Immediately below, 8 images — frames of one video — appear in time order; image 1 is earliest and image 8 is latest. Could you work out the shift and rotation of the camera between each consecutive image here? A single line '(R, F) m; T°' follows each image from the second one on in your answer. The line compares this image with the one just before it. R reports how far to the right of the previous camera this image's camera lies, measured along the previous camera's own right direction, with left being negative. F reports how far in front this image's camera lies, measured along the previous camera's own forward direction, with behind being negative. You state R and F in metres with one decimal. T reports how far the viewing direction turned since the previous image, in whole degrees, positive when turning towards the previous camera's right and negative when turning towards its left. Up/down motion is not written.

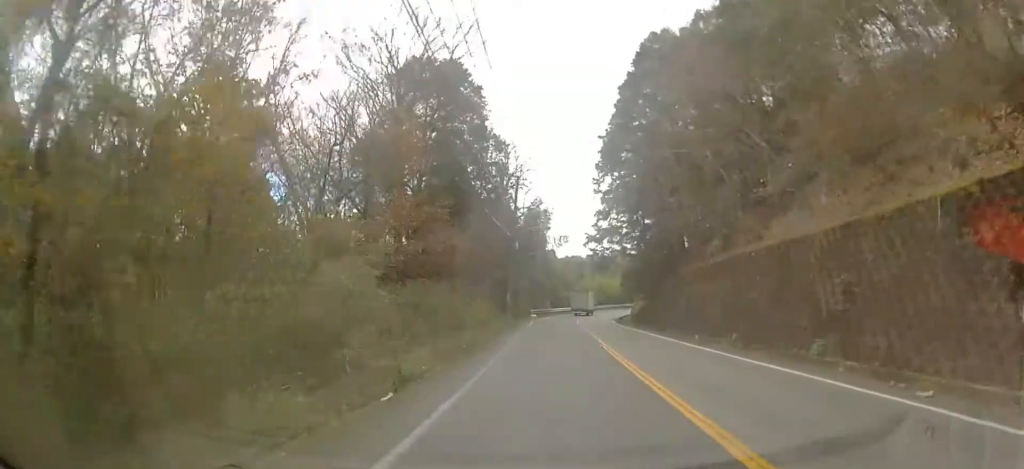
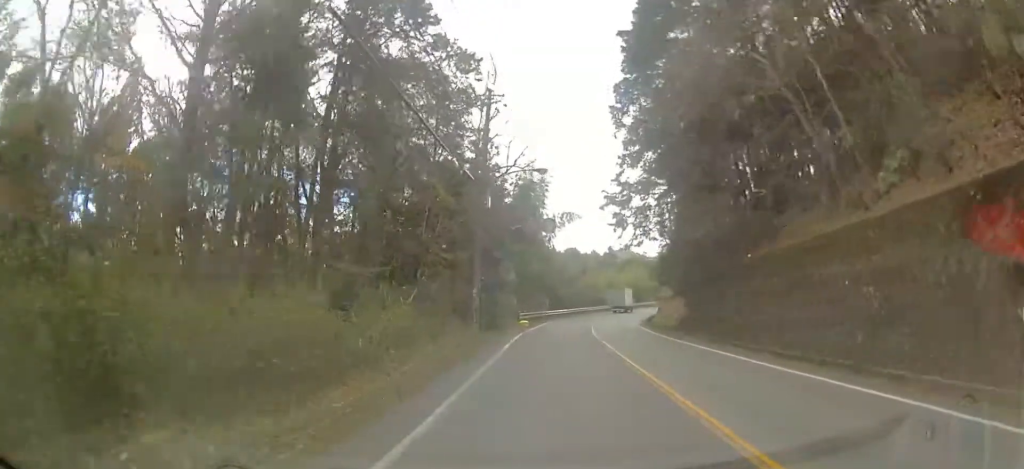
(+0.4, +16.9) m; +1°
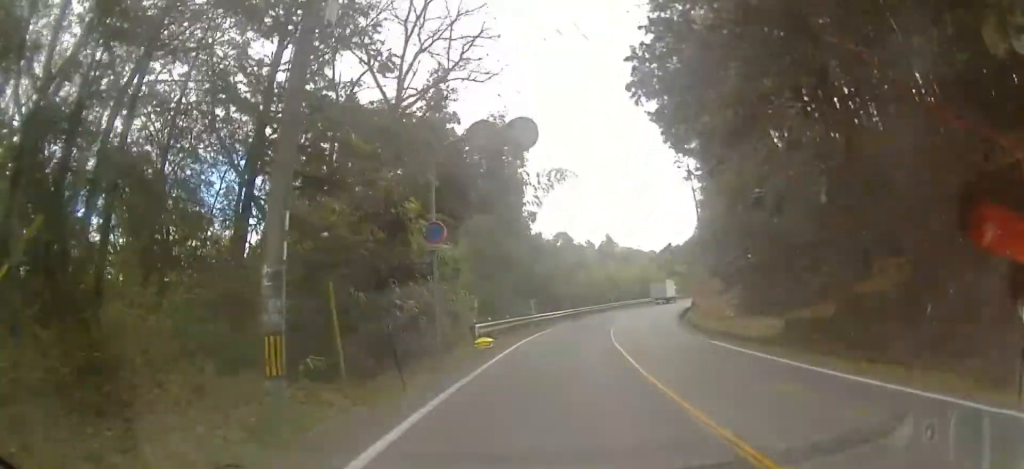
(-0.3, +15.8) m; +1°
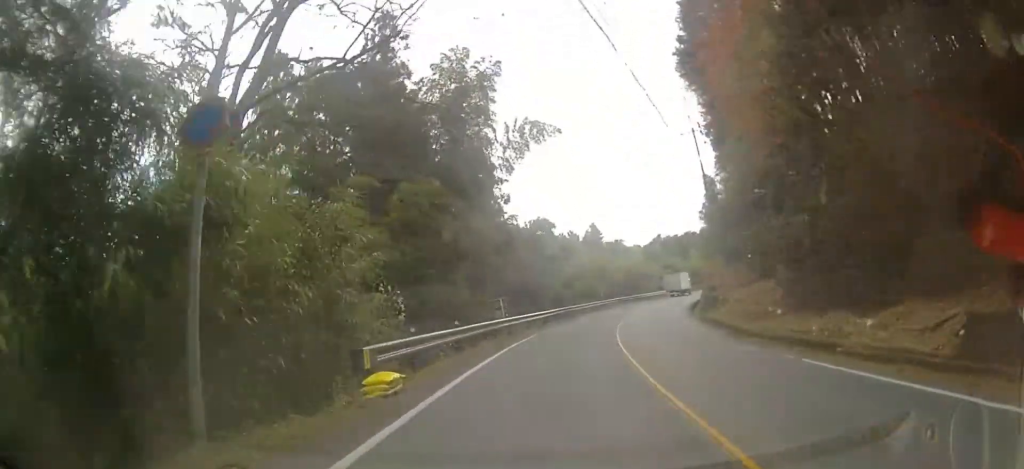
(+0.1, +8.5) m; +2°
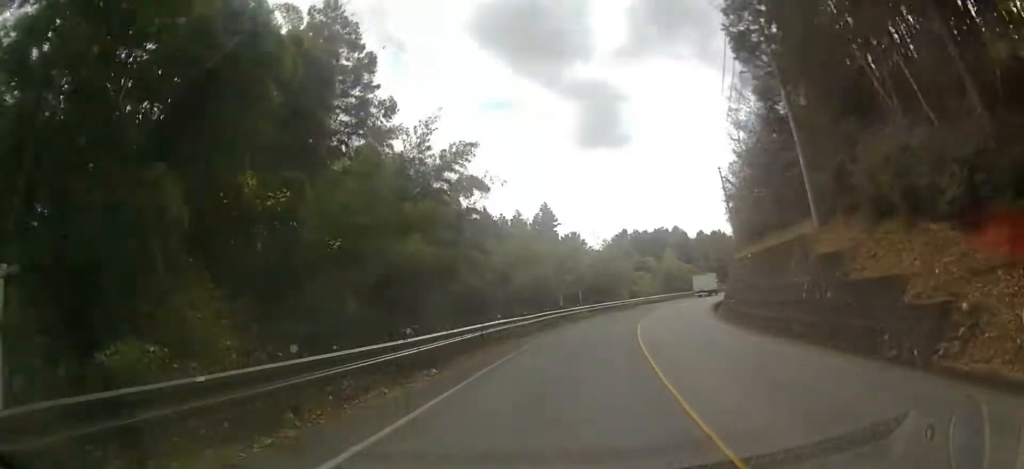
(+0.5, +20.7) m; +4°
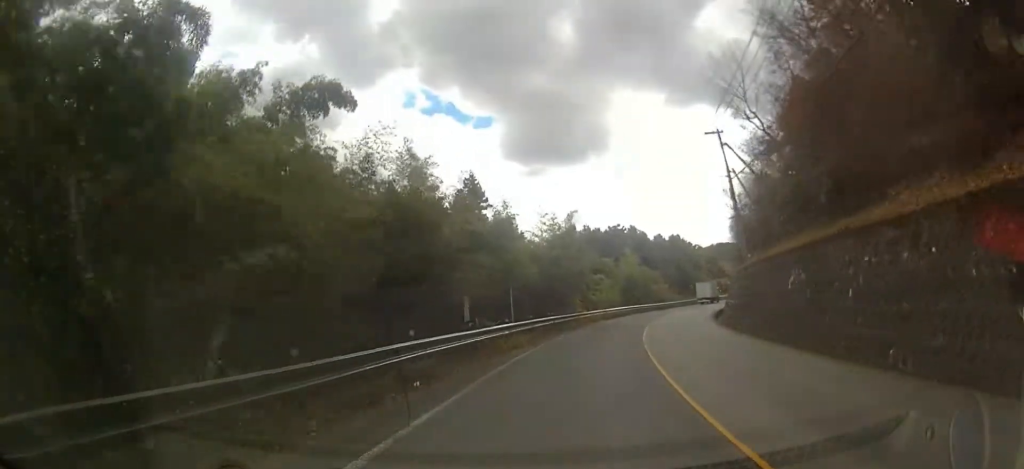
(+0.8, +15.7) m; +7°
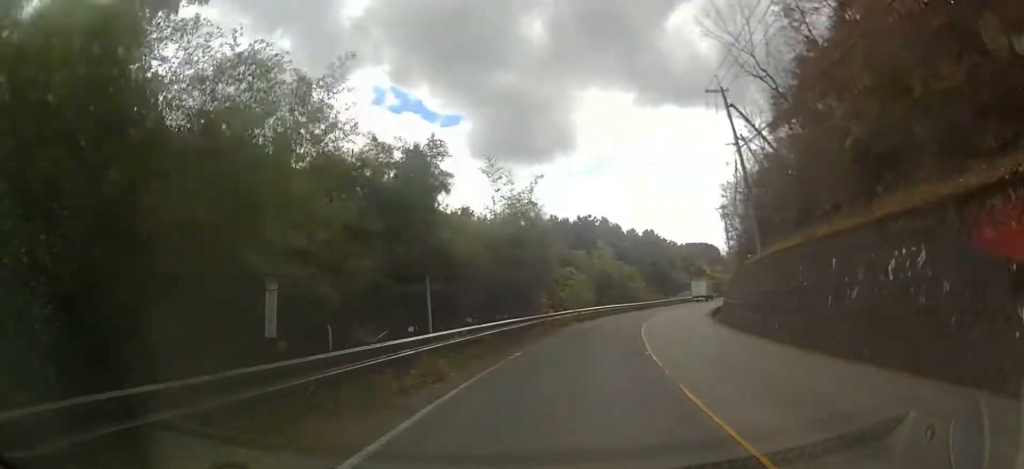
(+0.3, +8.6) m; +4°
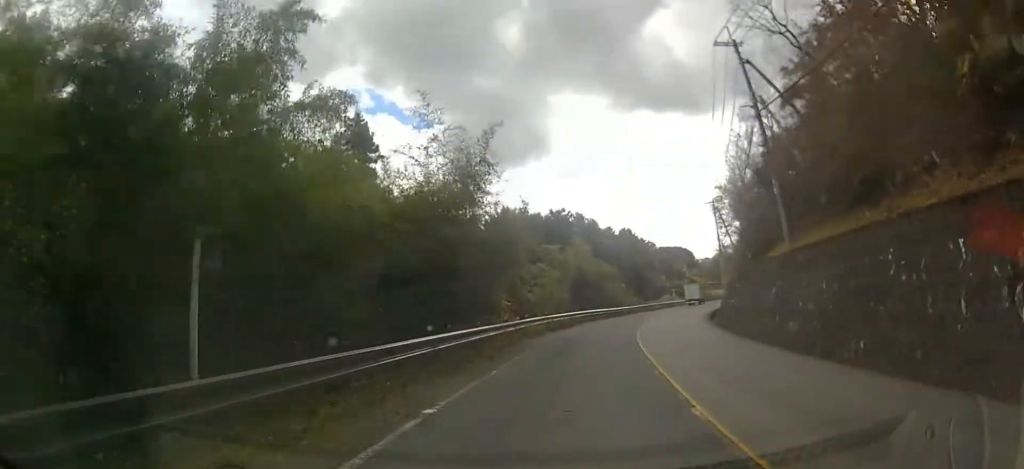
(0.0, +6.8) m; +3°
